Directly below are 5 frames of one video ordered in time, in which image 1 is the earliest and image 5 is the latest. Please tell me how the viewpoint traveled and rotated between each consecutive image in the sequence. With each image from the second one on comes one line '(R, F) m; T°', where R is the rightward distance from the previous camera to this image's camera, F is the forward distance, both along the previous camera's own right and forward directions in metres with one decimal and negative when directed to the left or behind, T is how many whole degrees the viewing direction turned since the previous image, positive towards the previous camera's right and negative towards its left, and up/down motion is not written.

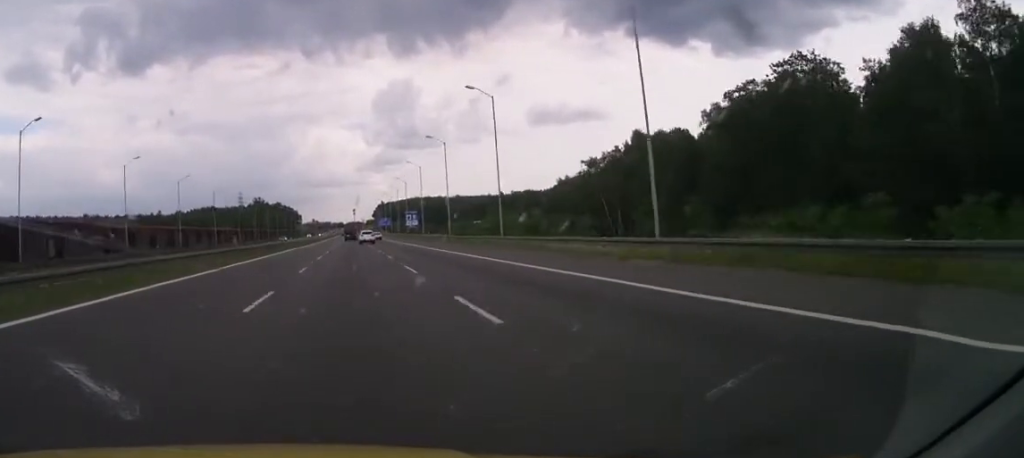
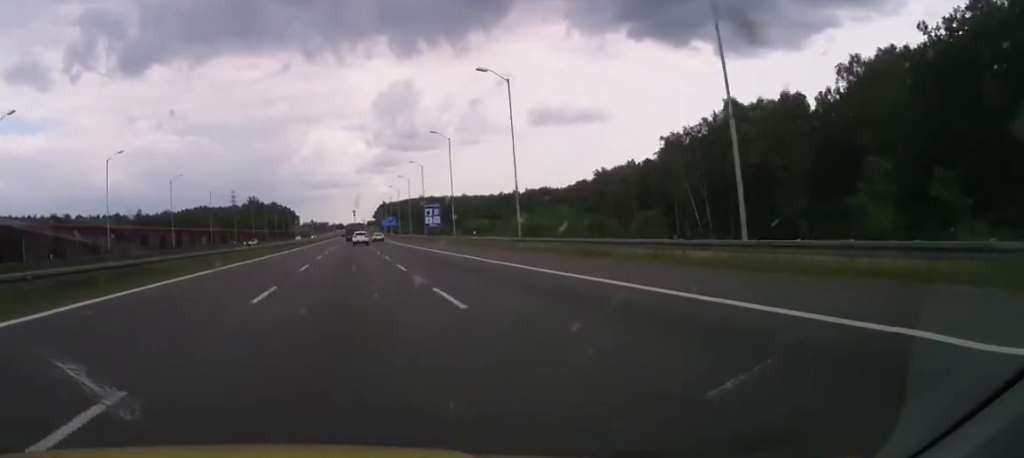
(-0.1, +35.0) m; 0°
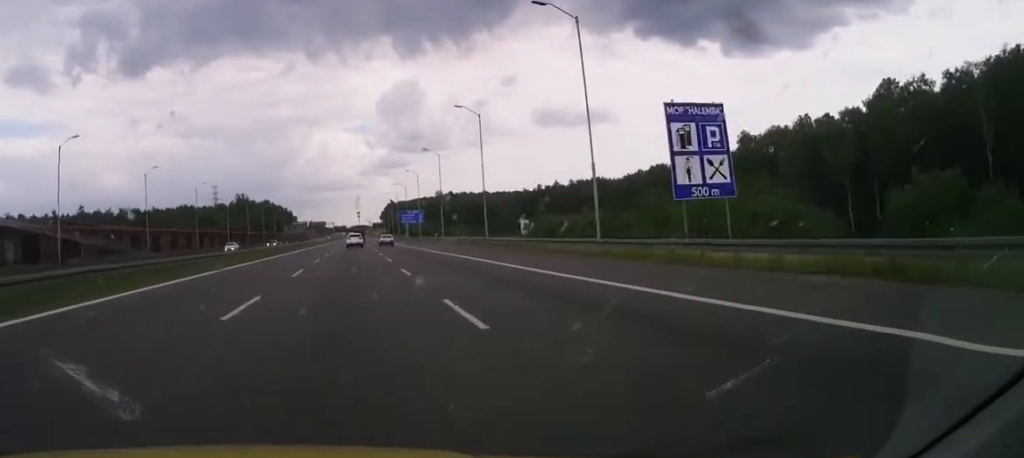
(+1.1, +78.1) m; +1°
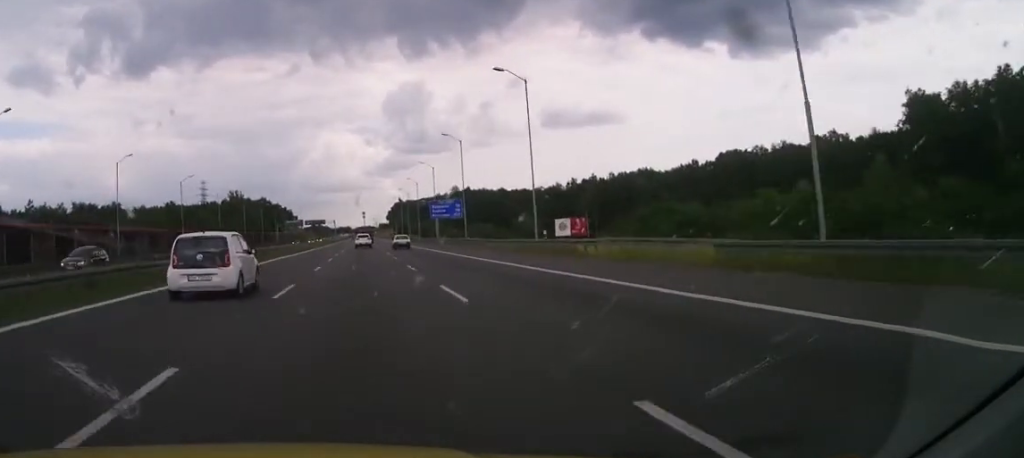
(-0.4, +46.7) m; -1°
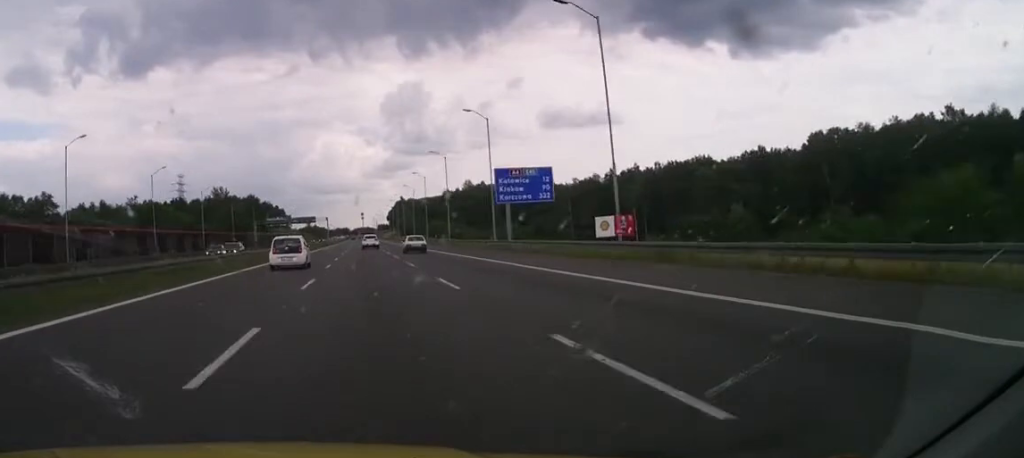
(-0.1, +45.1) m; 0°
